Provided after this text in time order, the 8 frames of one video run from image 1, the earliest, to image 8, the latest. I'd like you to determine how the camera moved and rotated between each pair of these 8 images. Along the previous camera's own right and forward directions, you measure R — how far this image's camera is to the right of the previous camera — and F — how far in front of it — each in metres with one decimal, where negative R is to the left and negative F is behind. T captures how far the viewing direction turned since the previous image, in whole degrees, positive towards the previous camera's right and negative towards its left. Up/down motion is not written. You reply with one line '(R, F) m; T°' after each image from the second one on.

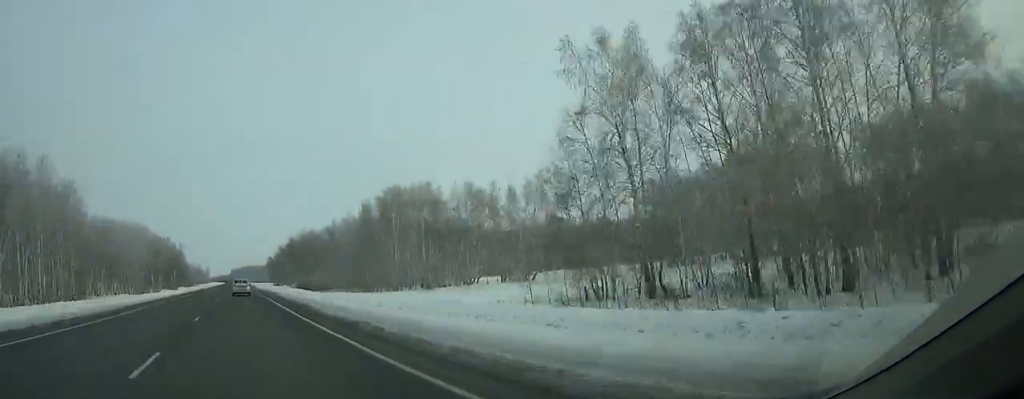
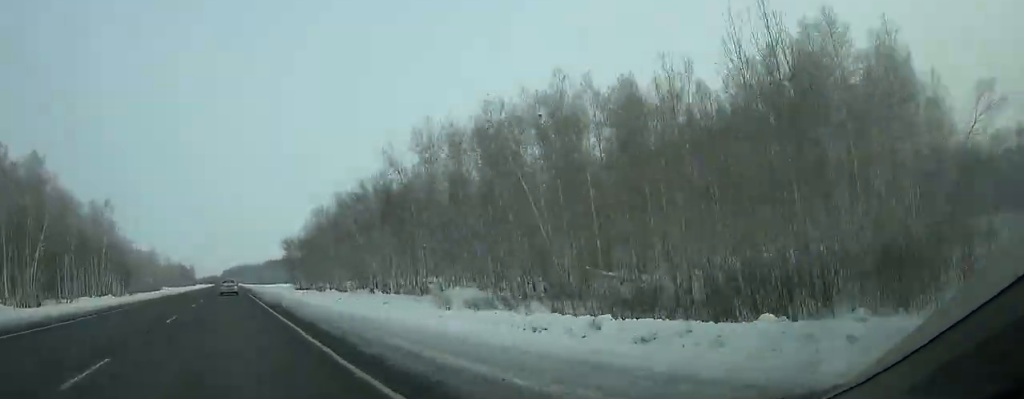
(-0.1, +133.2) m; 0°
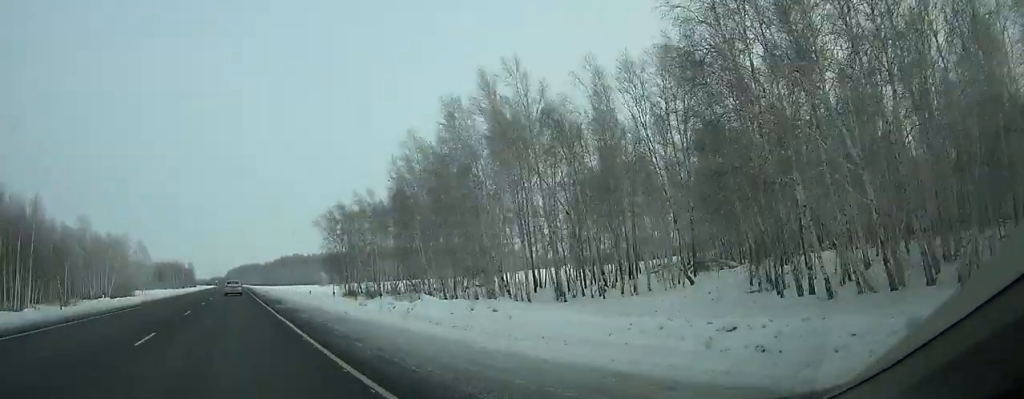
(-0.1, +72.2) m; 0°
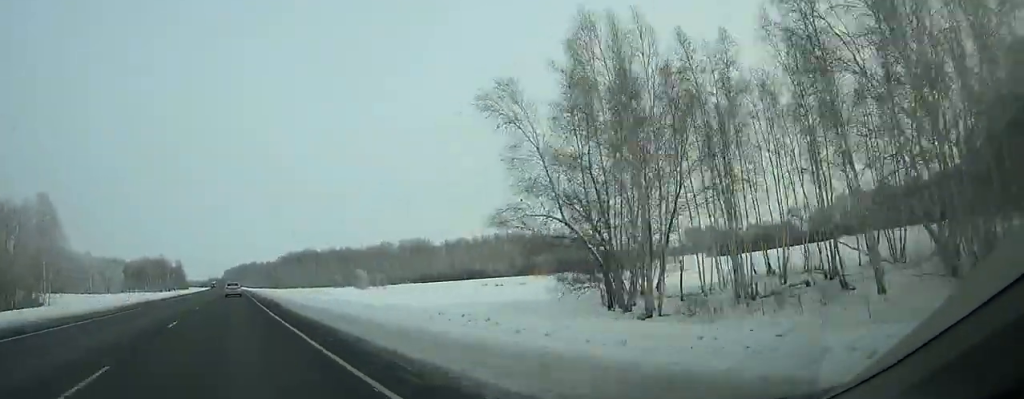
(-0.1, +79.8) m; 0°
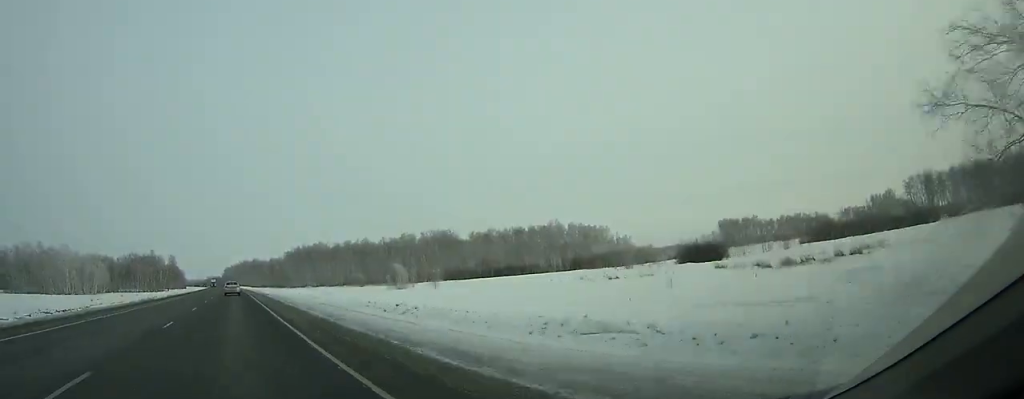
(0.0, +37.0) m; 0°
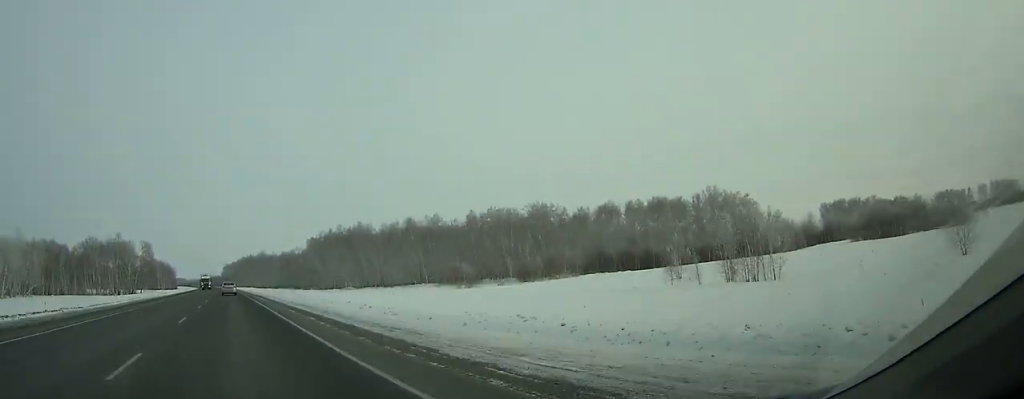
(-0.2, +94.1) m; 0°
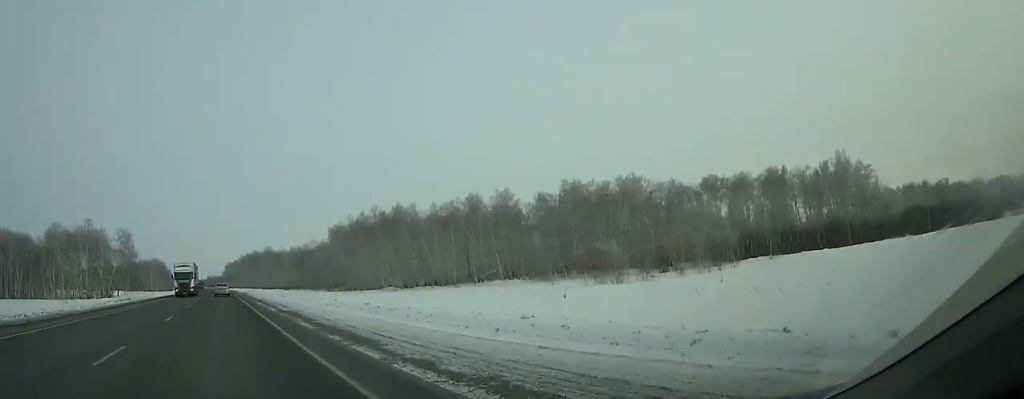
(+0.1, +45.8) m; 0°
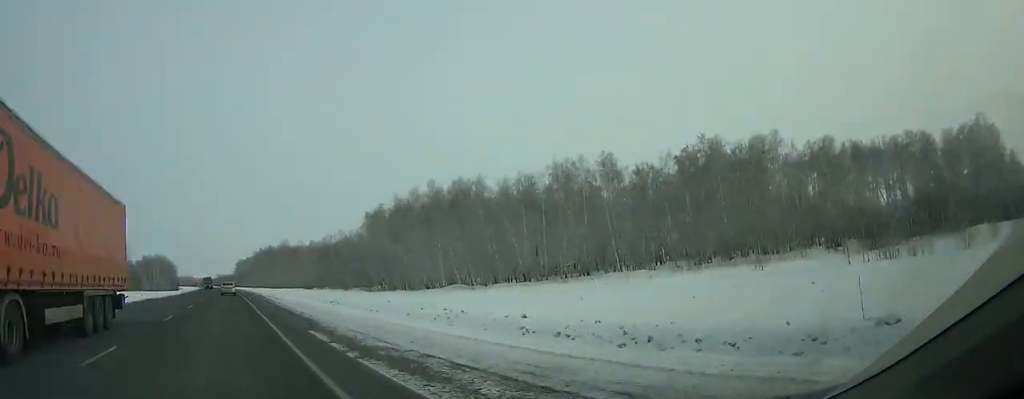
(-0.3, +37.6) m; 0°
